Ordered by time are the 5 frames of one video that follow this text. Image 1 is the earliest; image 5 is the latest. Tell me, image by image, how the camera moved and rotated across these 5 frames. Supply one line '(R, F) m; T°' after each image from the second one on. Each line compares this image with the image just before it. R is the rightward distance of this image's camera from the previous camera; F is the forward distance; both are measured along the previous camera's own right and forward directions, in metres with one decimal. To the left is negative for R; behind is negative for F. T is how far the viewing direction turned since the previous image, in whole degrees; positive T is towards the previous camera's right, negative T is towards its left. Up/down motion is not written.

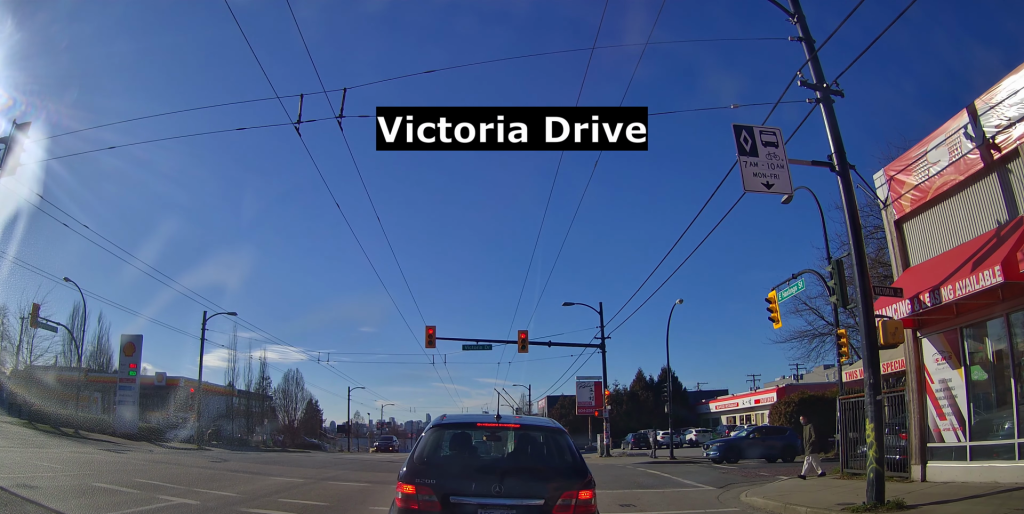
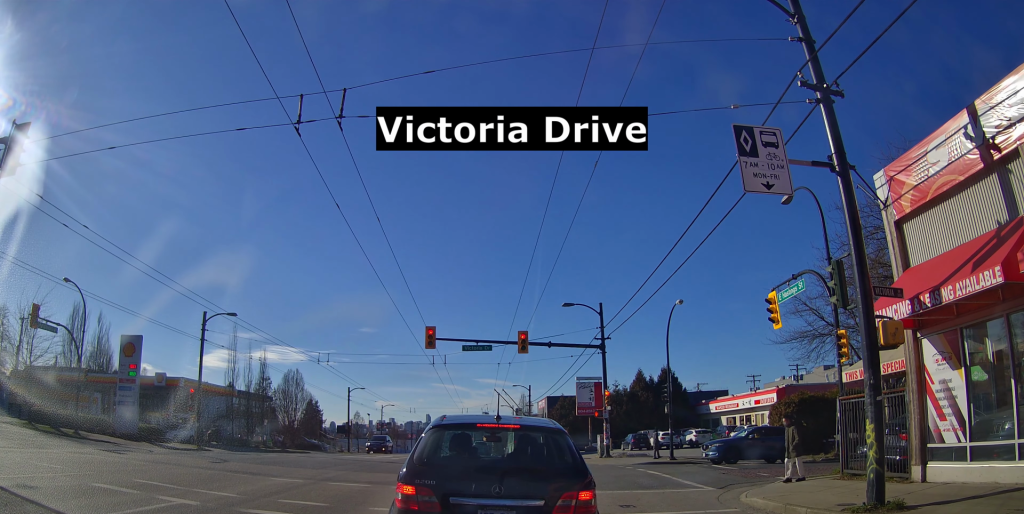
(0.0, 0.0) m; 0°
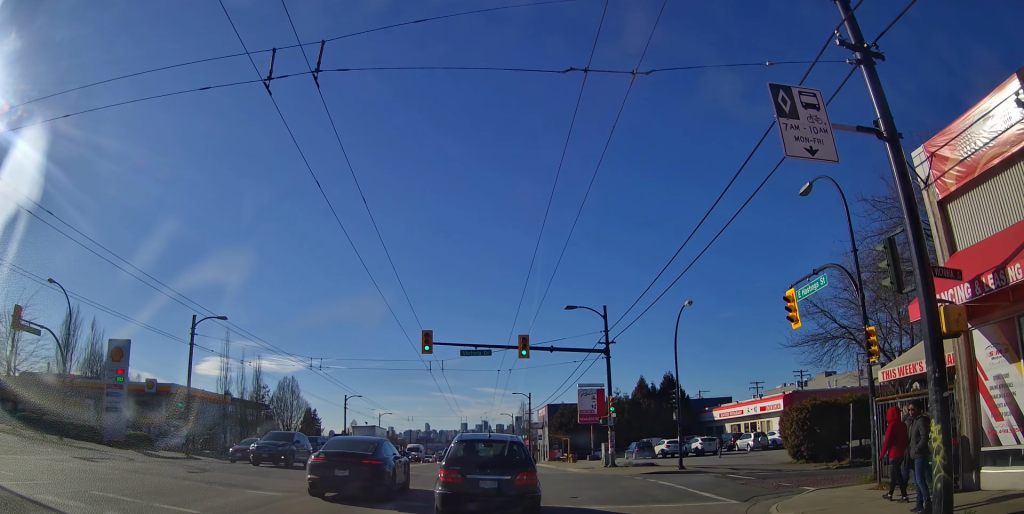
(-0.4, +0.5) m; +1°
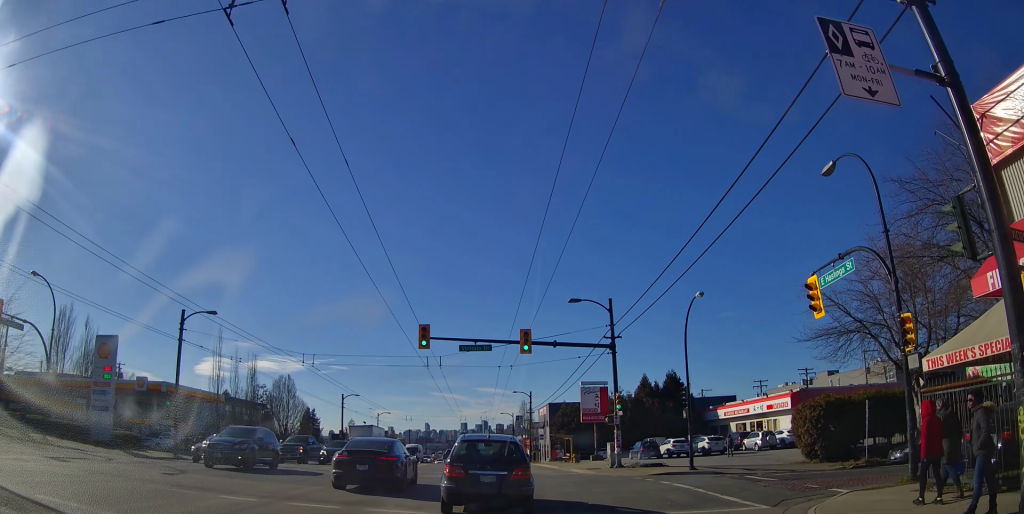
(+0.1, +0.6) m; +3°
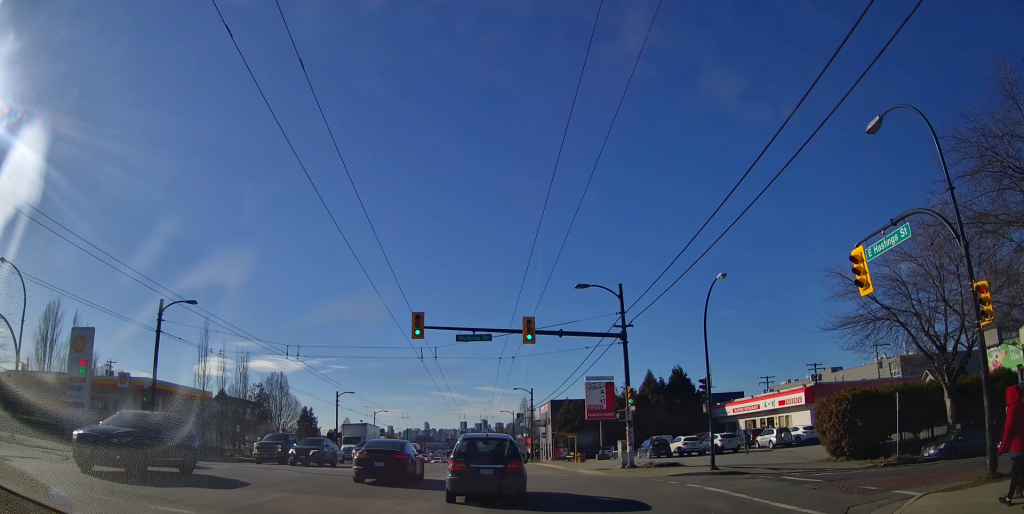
(+0.1, +1.3) m; +4°
